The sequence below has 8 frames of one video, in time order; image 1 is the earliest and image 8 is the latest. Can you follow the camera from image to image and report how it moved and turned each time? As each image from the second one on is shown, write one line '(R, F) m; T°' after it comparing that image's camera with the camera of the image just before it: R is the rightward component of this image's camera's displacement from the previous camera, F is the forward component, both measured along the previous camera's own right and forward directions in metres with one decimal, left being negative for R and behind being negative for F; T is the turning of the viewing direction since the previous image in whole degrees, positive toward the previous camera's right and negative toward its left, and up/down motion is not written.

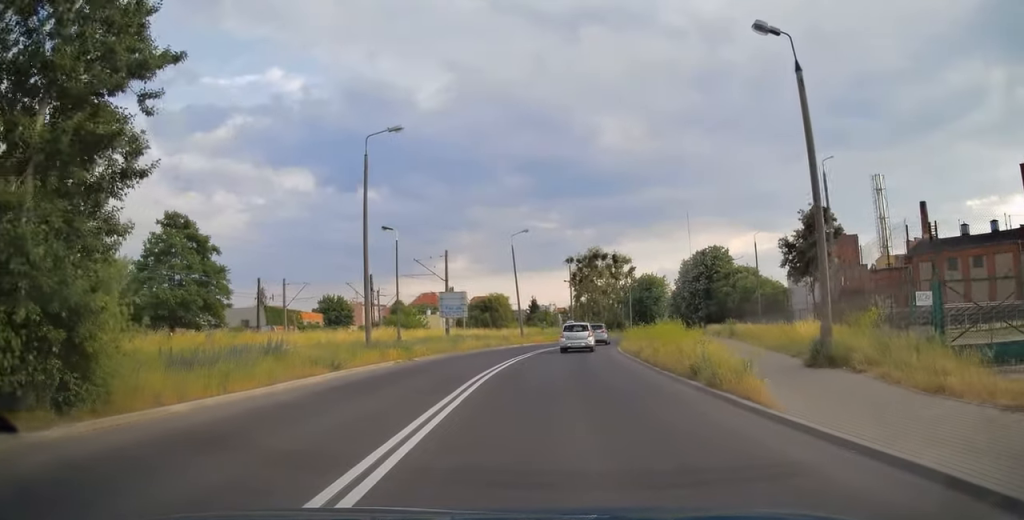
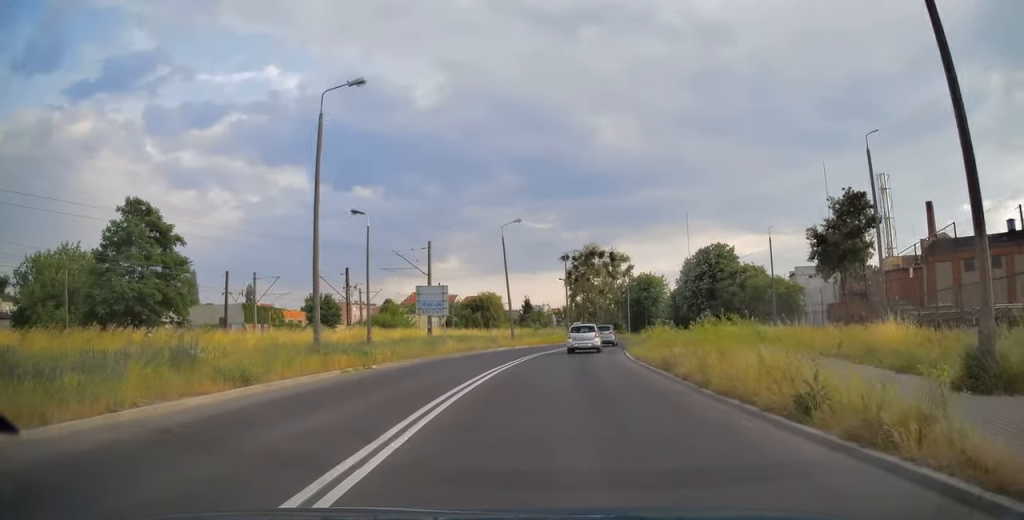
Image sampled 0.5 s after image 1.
(0.0, +5.5) m; +1°
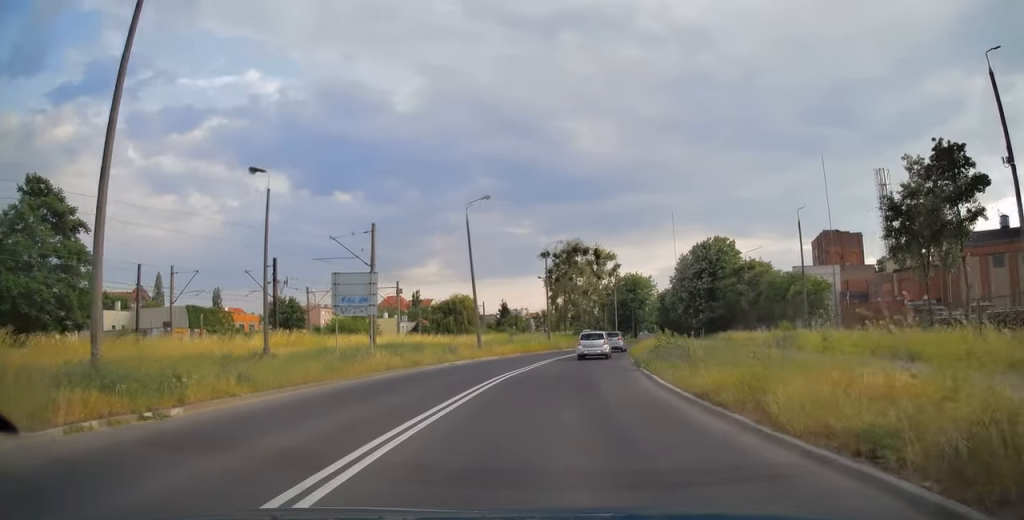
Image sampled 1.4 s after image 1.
(+0.2, +11.0) m; +2°
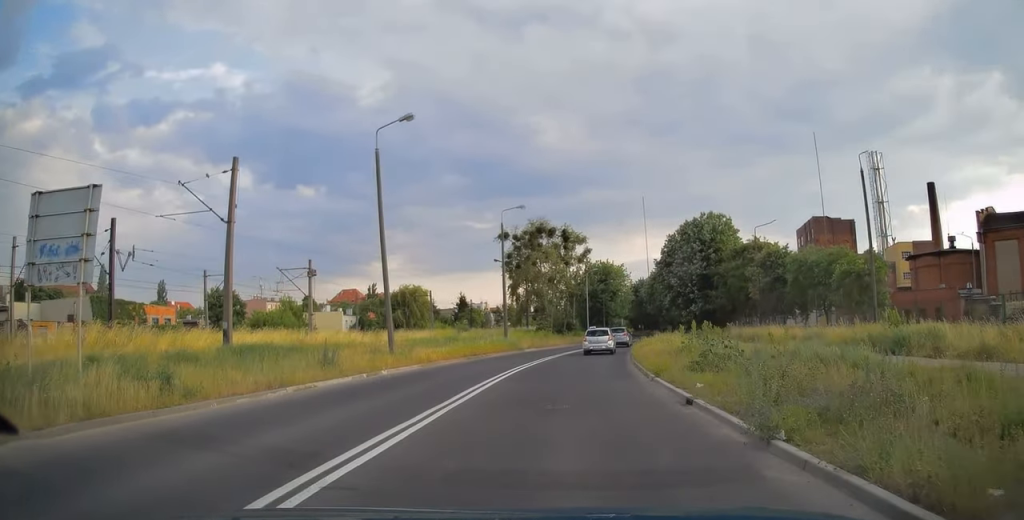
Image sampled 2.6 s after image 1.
(+0.3, +14.7) m; +2°
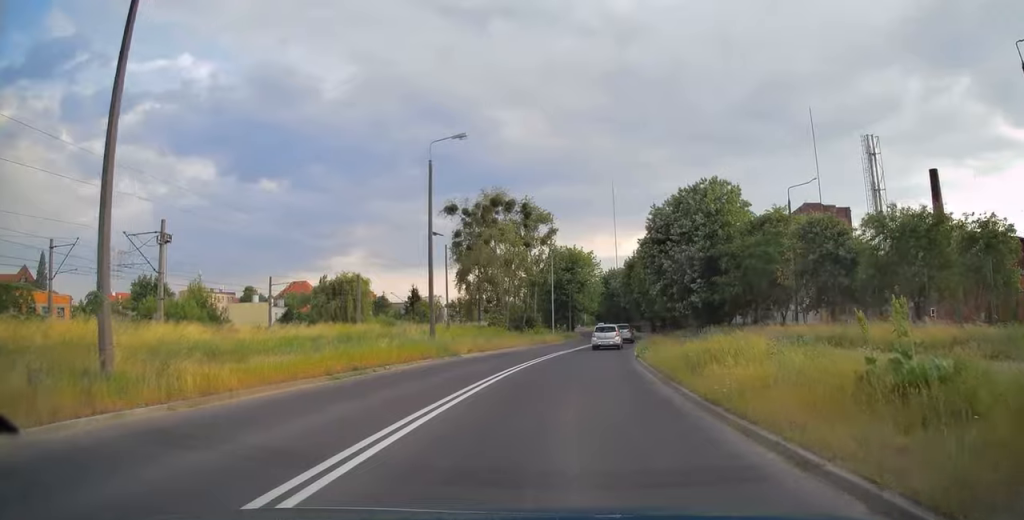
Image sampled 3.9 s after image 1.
(+0.6, +15.8) m; +5°
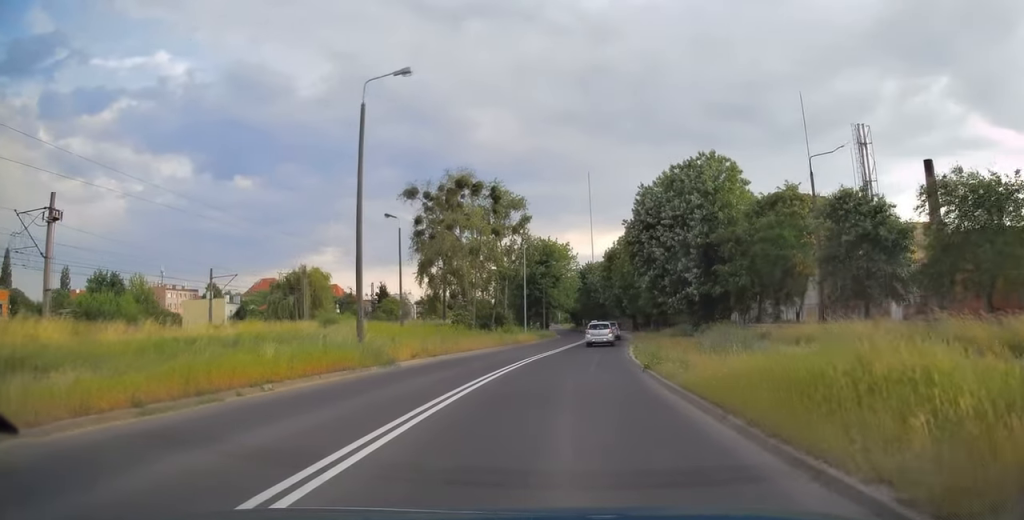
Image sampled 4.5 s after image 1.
(+0.2, +7.5) m; +3°
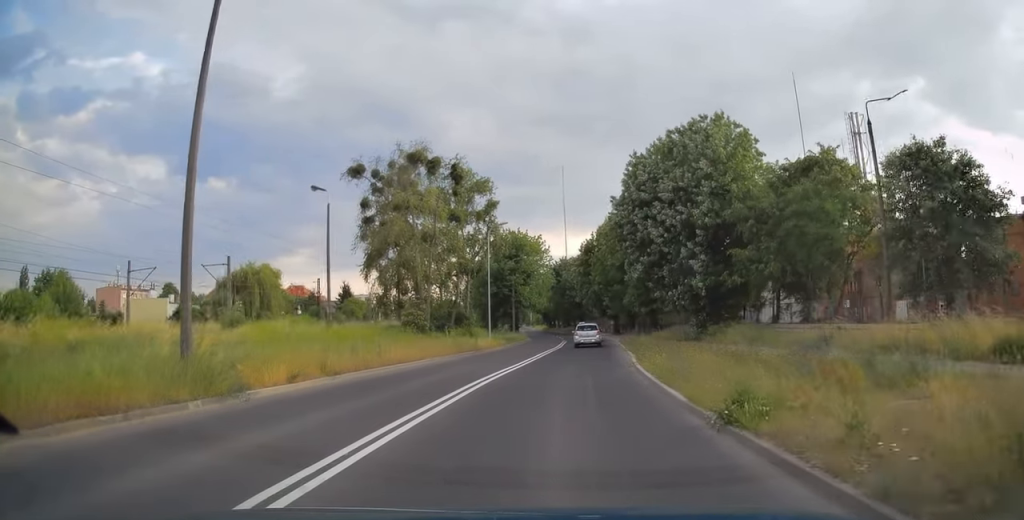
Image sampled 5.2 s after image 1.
(+0.2, +9.4) m; +2°
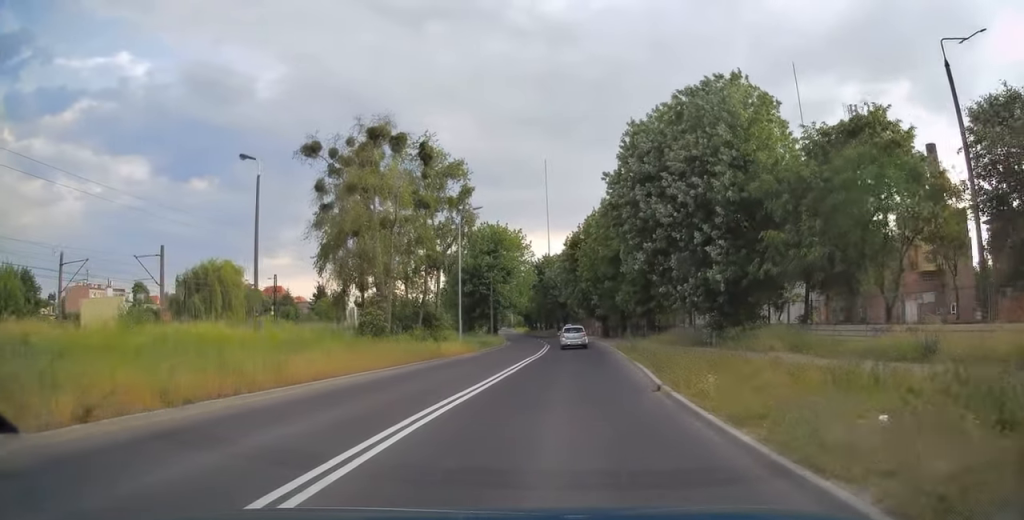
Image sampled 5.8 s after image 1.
(+0.1, +7.0) m; +2°
